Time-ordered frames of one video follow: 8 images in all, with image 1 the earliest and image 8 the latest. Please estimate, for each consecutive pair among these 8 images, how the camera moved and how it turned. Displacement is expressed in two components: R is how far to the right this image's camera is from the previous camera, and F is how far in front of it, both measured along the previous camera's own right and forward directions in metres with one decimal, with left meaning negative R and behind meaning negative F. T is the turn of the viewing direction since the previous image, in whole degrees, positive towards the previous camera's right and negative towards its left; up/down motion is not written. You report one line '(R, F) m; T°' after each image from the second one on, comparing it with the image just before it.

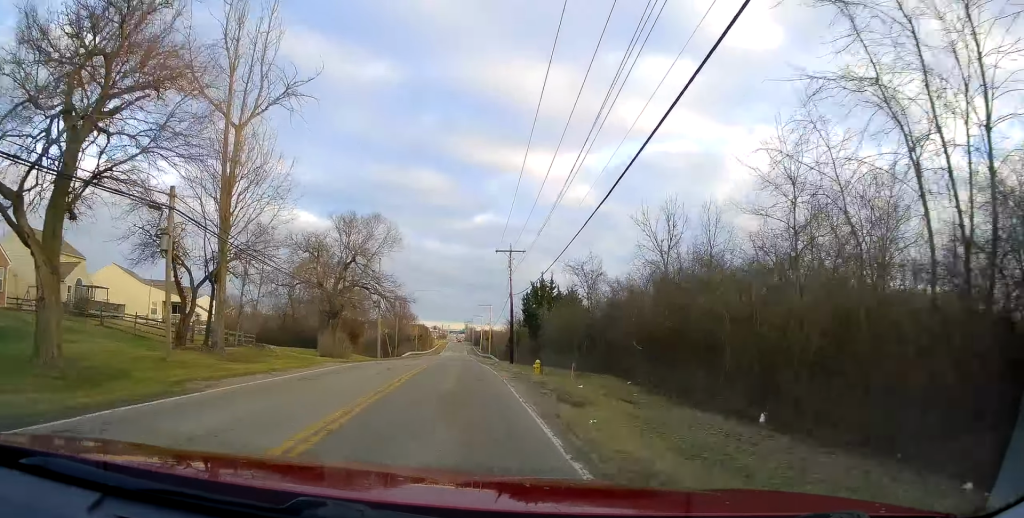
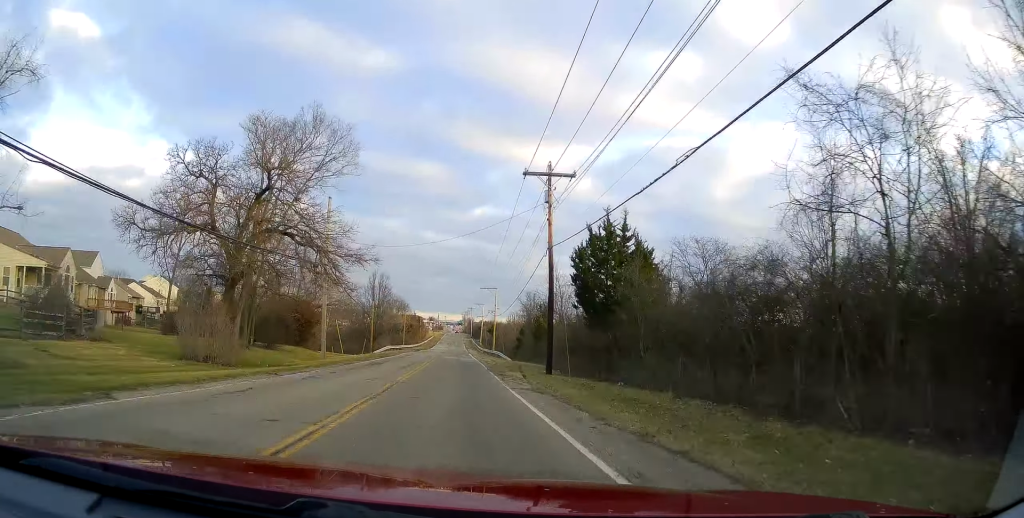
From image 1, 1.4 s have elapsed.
(+0.5, +26.5) m; +2°
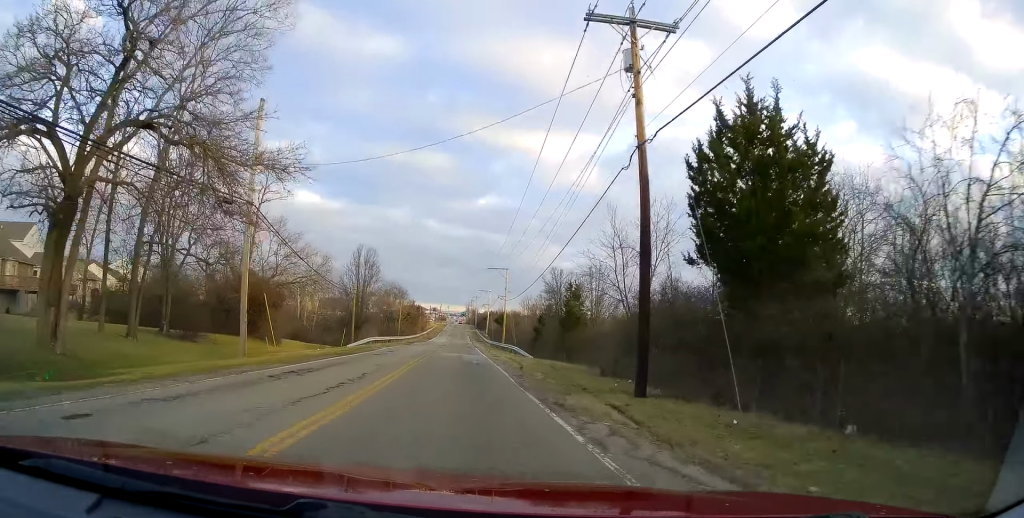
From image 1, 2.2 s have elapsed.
(+0.2, +16.5) m; 0°
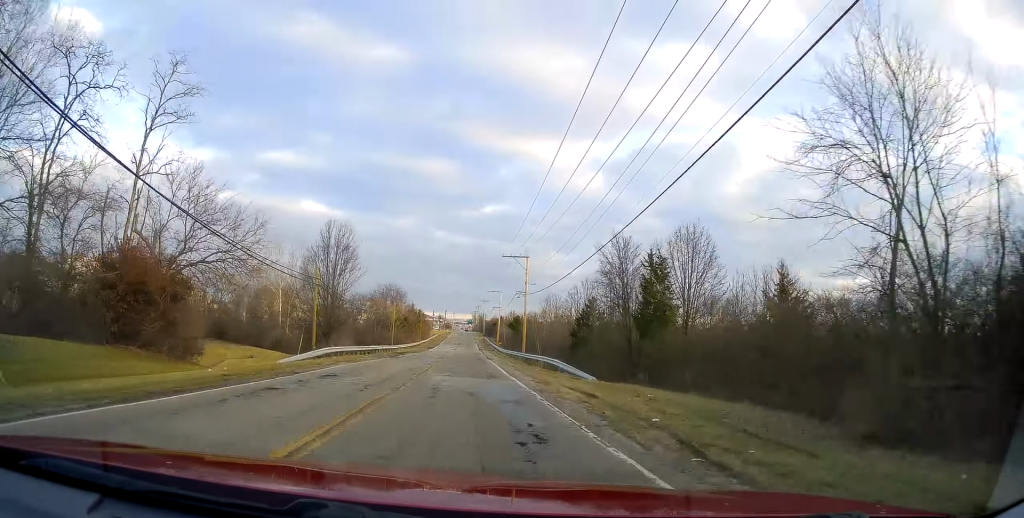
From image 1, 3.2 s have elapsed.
(-0.2, +20.0) m; 0°
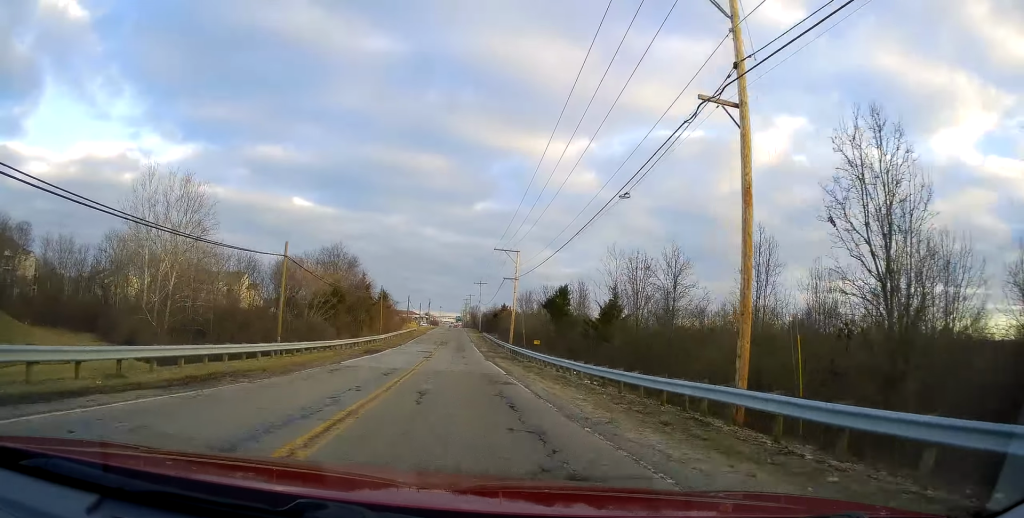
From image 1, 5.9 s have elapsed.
(-0.1, +55.3) m; -3°
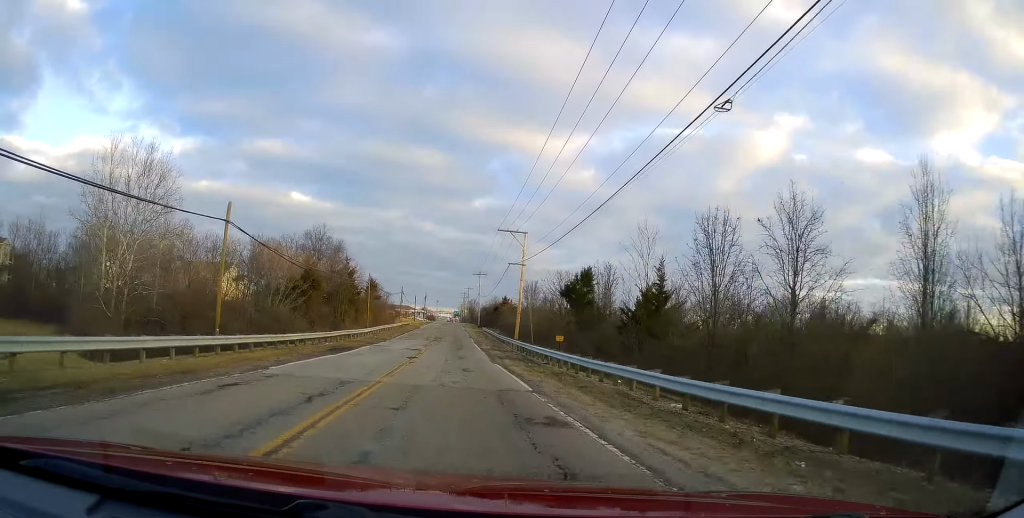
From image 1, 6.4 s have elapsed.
(+0.2, +10.2) m; -2°
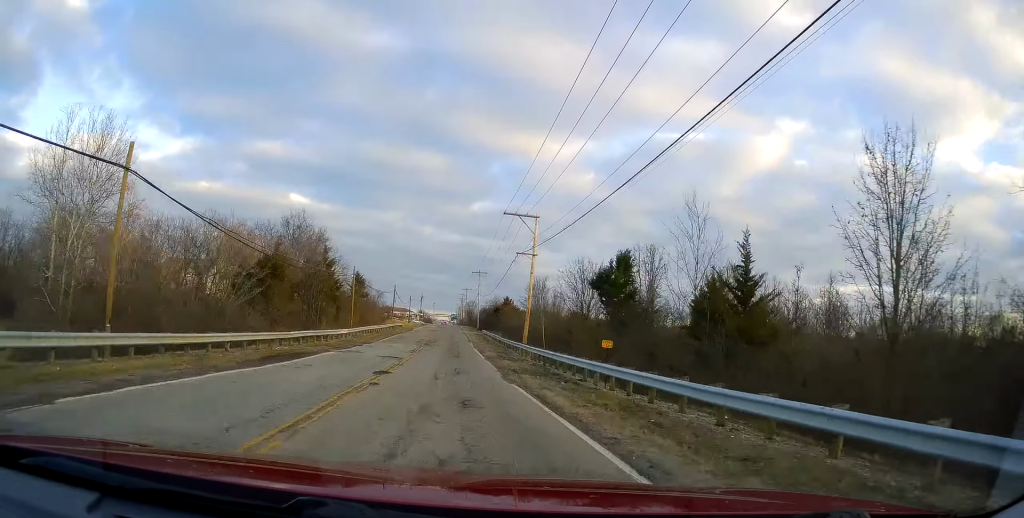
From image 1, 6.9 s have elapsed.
(-0.5, +10.2) m; -1°
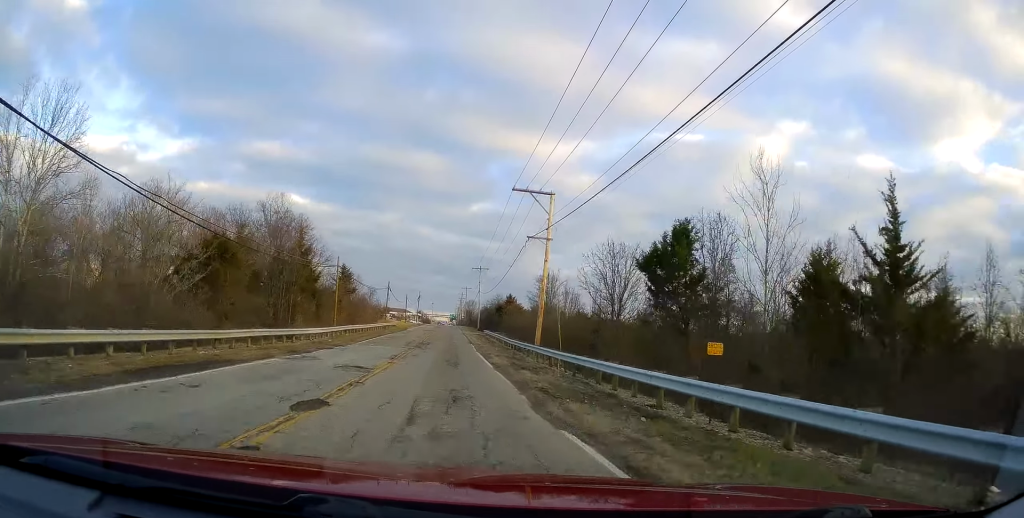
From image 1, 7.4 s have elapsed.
(-0.6, +8.9) m; -1°
